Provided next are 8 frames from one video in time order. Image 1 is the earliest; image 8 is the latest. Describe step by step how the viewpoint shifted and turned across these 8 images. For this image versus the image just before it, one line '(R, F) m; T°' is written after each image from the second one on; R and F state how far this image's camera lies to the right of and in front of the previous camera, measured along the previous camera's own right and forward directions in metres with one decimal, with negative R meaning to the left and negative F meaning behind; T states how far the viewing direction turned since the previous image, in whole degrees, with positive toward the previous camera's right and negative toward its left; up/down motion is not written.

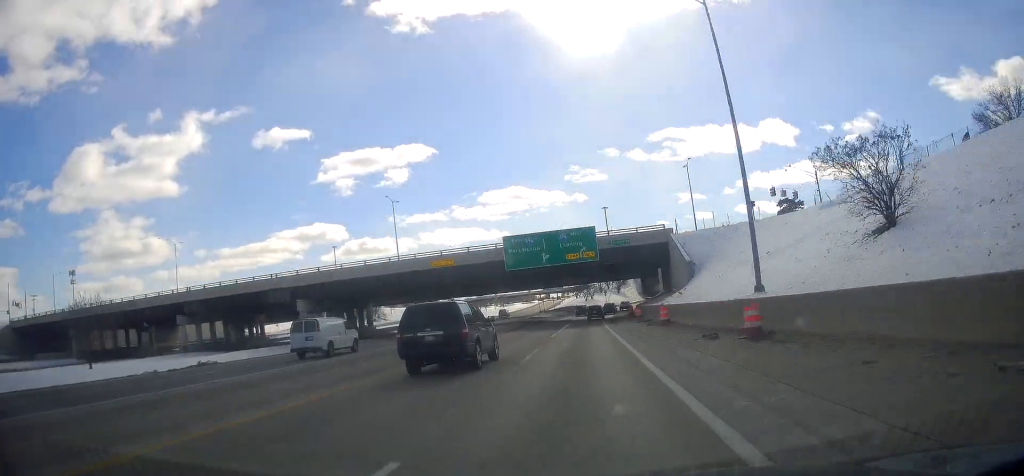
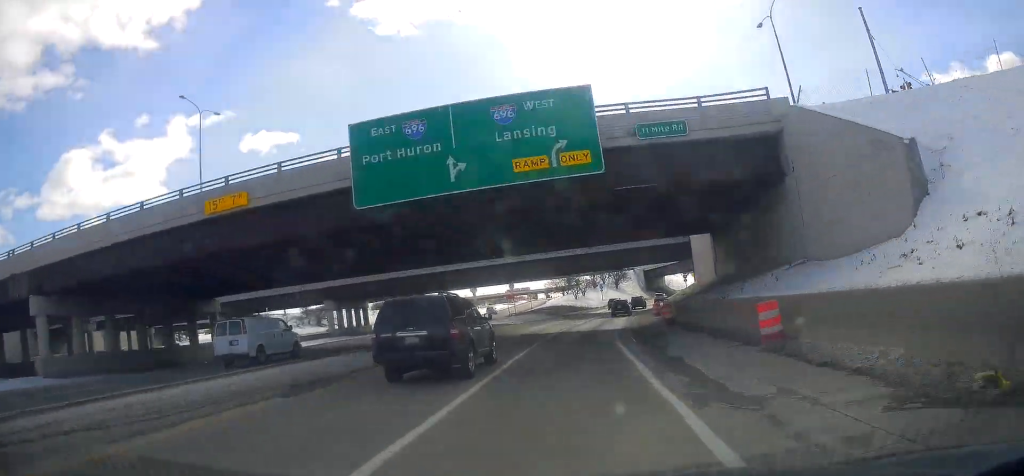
(-0.2, +36.5) m; +1°
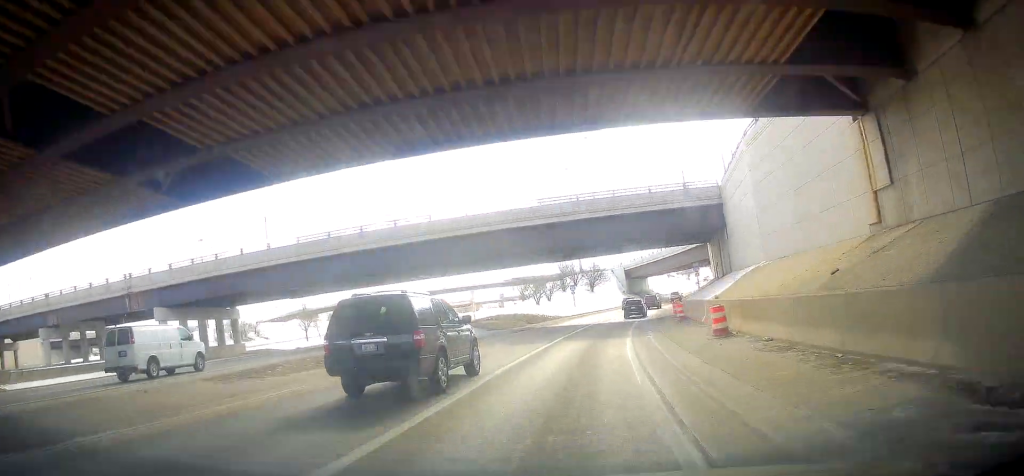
(+0.8, +28.2) m; +5°
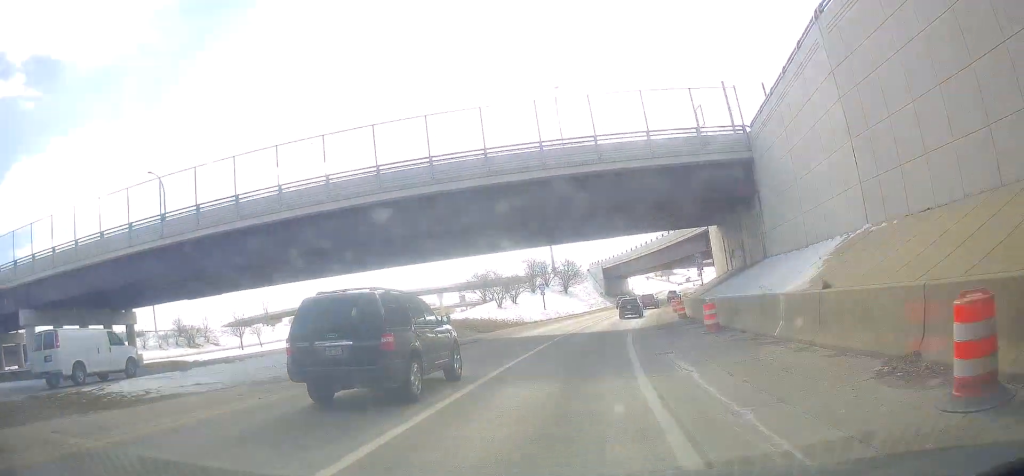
(+0.7, +13.0) m; +2°
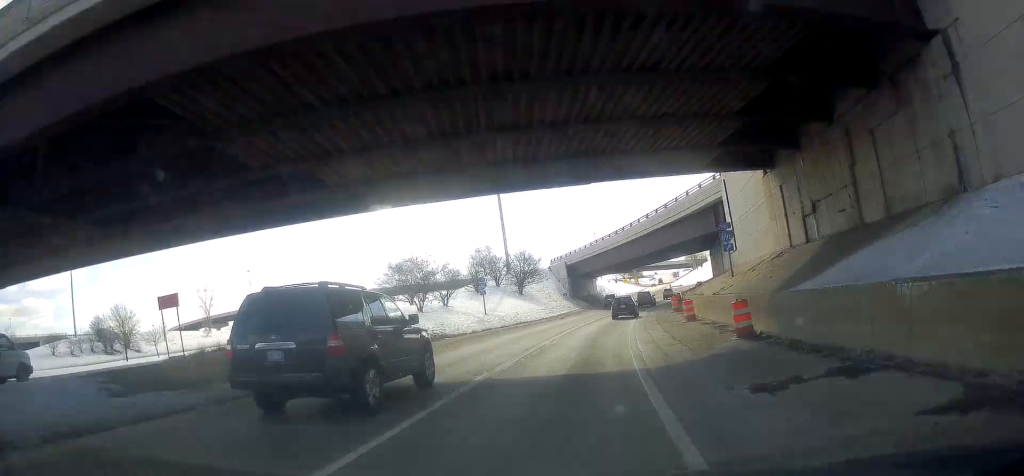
(+0.5, +18.5) m; +3°
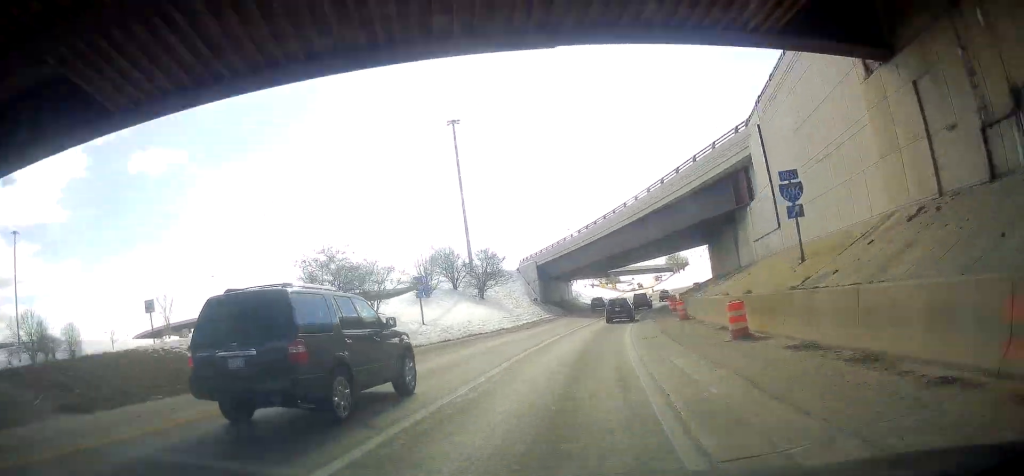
(+0.3, +11.9) m; +2°
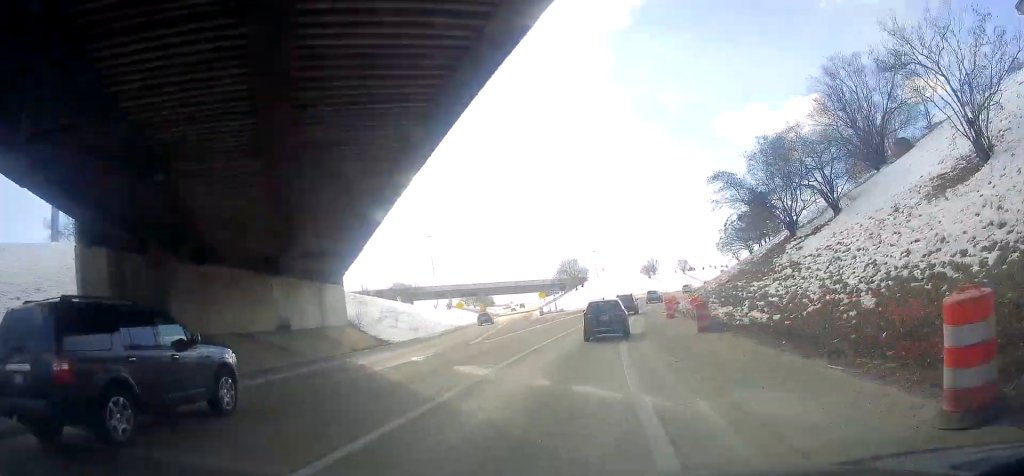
(+6.6, +61.5) m; +13°
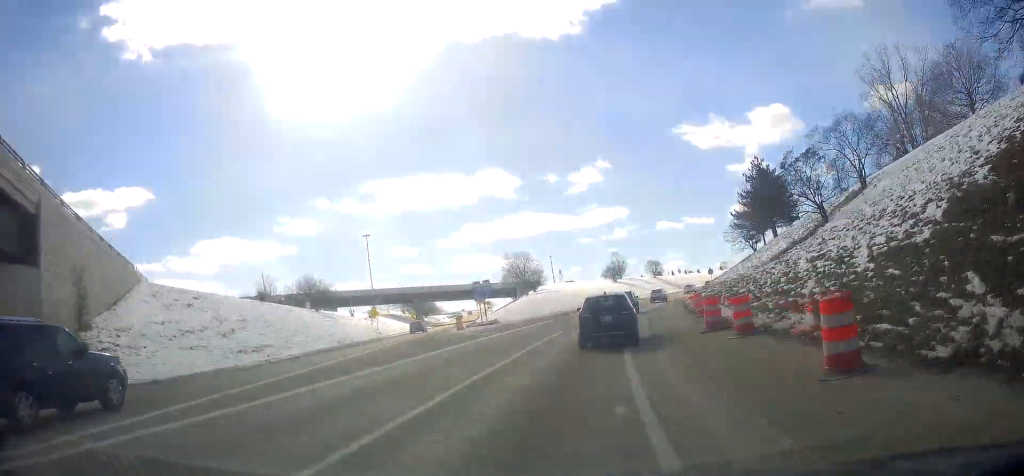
(+0.9, +24.0) m; +4°
